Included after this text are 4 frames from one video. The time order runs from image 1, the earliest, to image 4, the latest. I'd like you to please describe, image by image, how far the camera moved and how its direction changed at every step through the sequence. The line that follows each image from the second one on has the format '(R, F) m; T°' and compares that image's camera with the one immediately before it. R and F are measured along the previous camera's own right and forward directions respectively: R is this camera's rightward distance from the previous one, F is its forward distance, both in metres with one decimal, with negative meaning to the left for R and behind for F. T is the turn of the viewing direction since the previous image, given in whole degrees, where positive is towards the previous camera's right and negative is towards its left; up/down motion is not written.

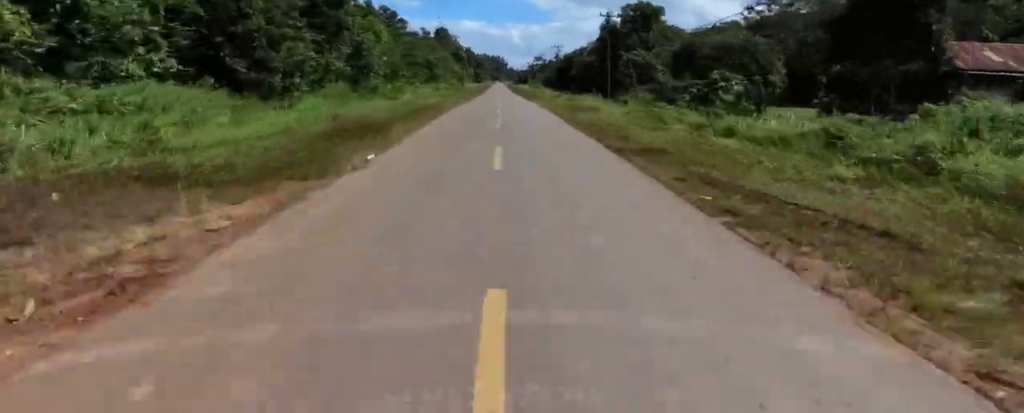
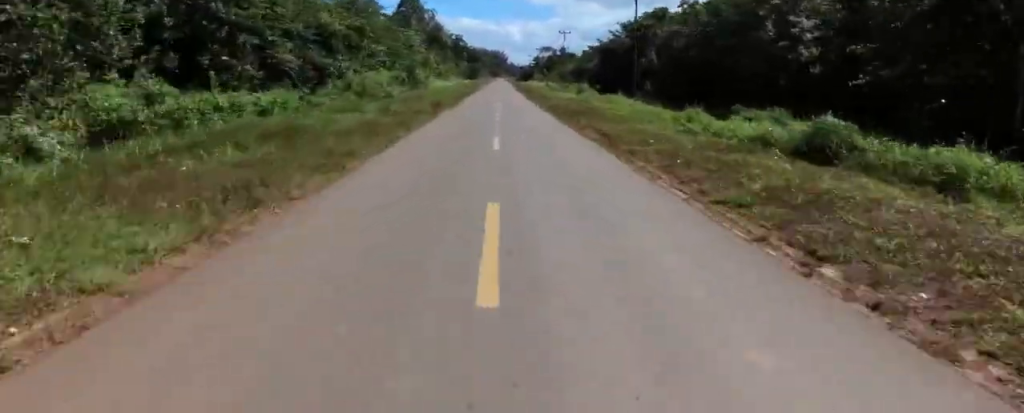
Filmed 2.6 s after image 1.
(+2.3, +62.0) m; +1°
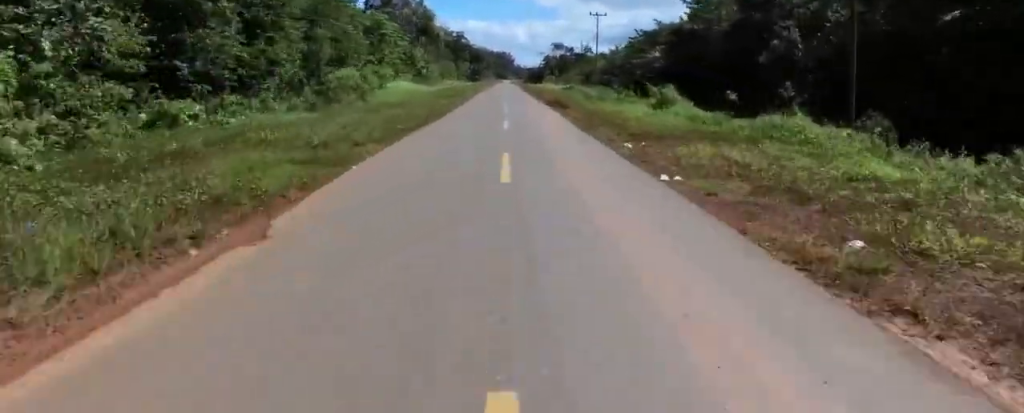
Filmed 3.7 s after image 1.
(-1.1, +28.2) m; -3°
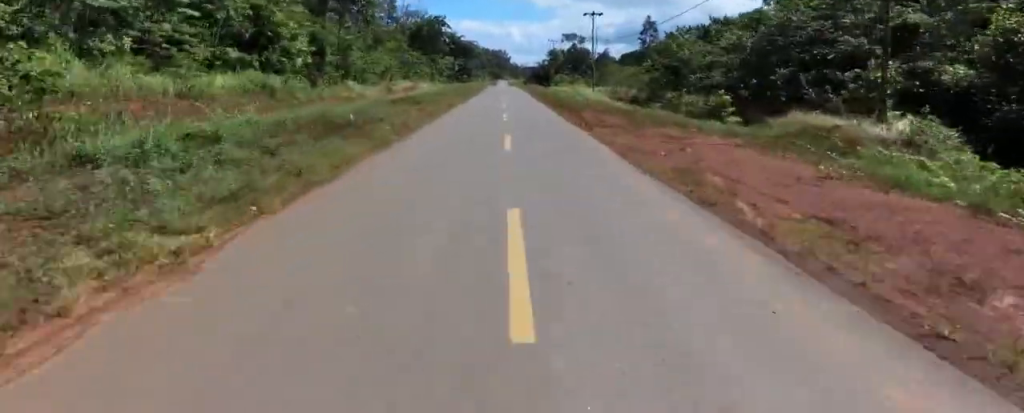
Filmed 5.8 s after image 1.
(+2.8, +54.0) m; +6°
